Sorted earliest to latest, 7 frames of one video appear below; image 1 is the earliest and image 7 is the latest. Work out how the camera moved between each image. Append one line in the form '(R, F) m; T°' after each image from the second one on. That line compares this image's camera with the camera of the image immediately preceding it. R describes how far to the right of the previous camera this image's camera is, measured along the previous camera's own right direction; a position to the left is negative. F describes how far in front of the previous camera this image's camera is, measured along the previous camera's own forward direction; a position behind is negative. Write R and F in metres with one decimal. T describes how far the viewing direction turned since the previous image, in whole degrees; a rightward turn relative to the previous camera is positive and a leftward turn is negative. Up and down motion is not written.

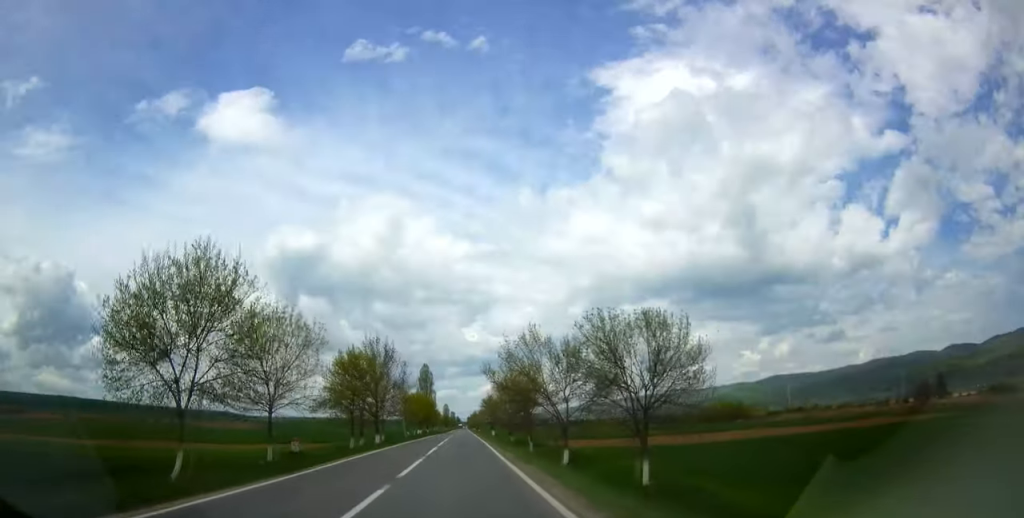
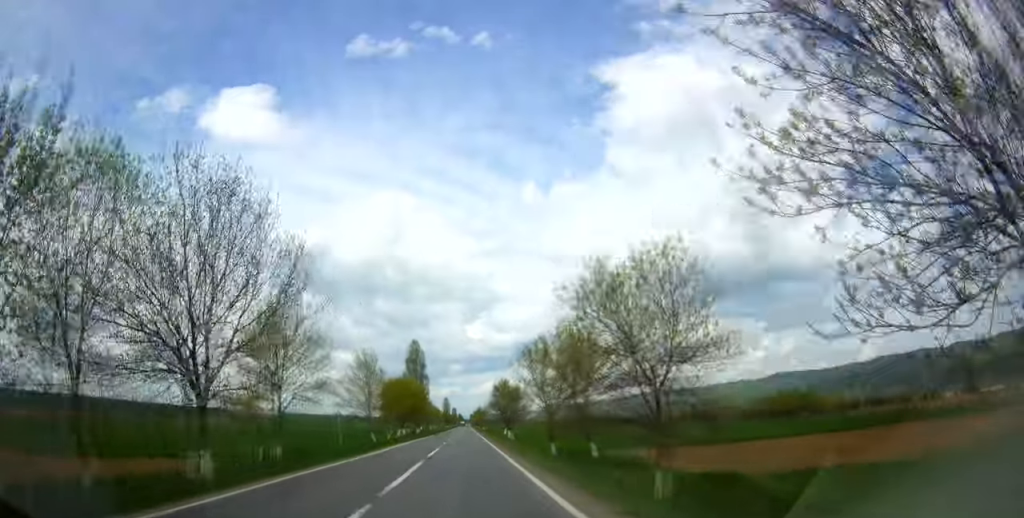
(-0.9, +39.9) m; -2°
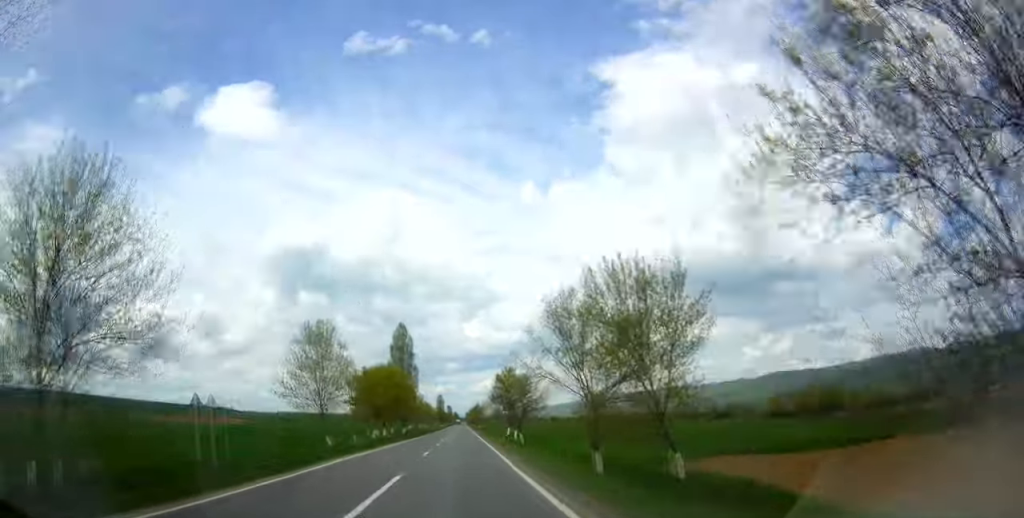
(+0.1, +17.8) m; -1°
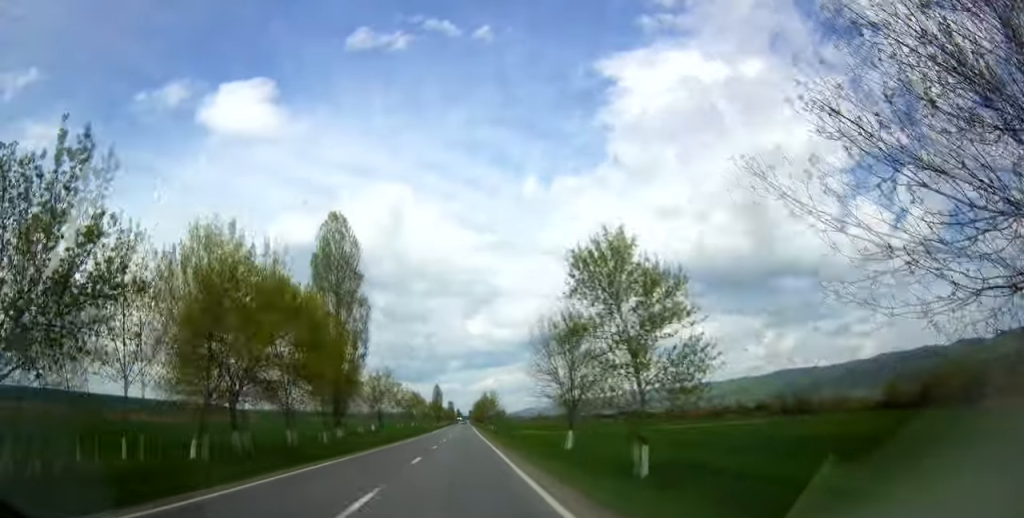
(-0.1, +52.2) m; 0°
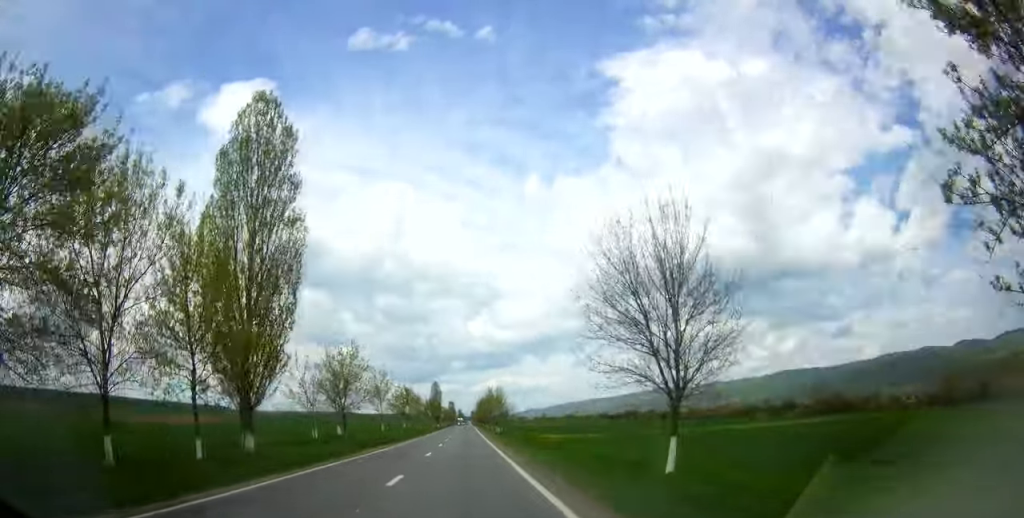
(-0.2, +19.8) m; 0°
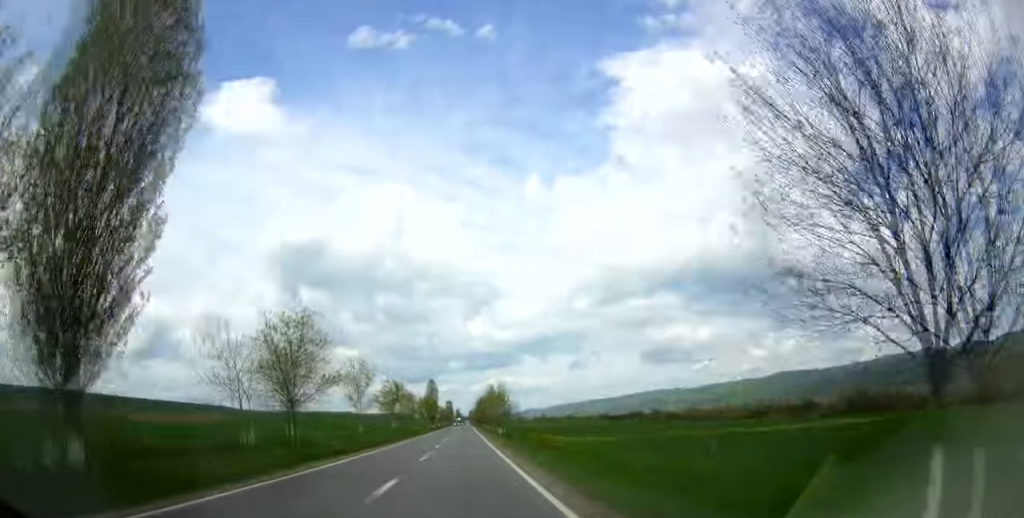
(-0.3, +13.6) m; 0°
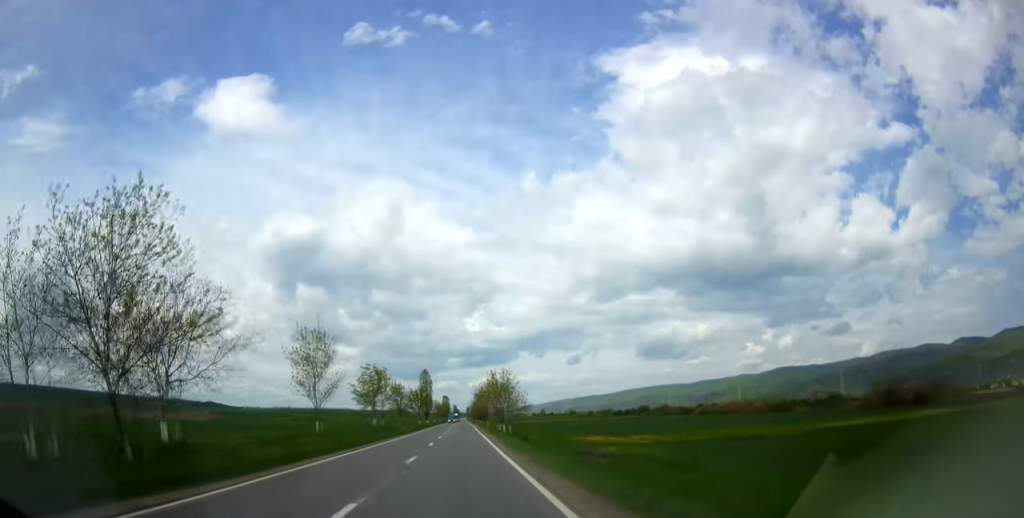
(+0.4, +16.8) m; 0°
